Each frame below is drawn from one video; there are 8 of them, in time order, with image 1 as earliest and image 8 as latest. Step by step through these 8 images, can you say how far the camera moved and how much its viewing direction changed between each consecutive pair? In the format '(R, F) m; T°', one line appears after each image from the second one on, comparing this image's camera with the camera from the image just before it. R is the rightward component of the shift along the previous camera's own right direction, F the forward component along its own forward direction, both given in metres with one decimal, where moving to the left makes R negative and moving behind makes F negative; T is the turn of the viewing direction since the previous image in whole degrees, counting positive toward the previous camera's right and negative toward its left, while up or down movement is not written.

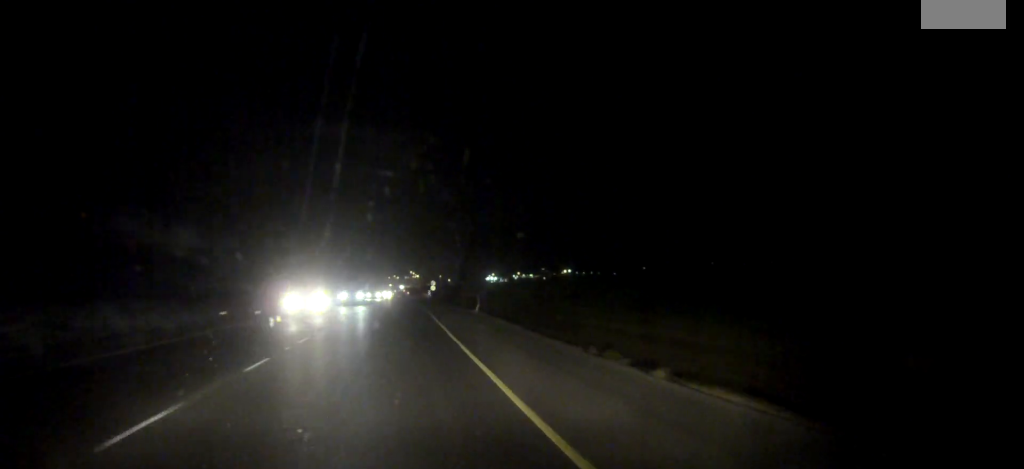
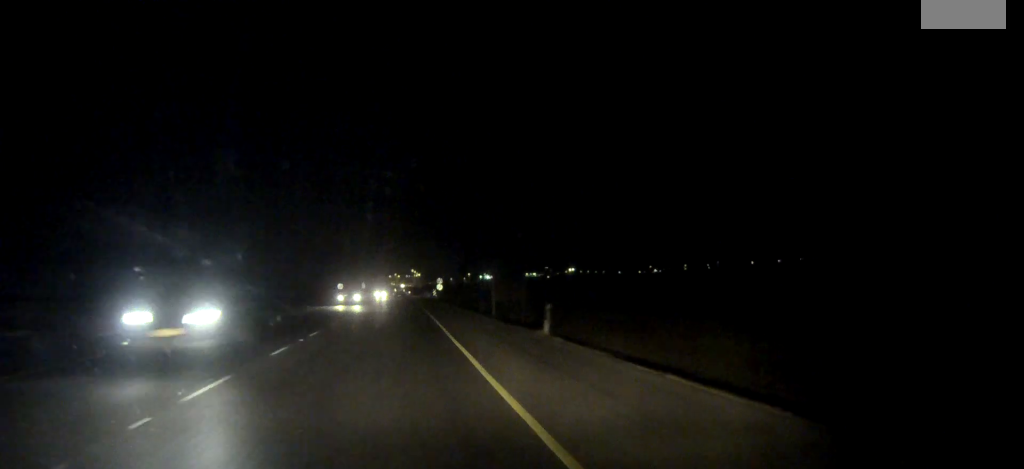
(0.0, +21.2) m; 0°
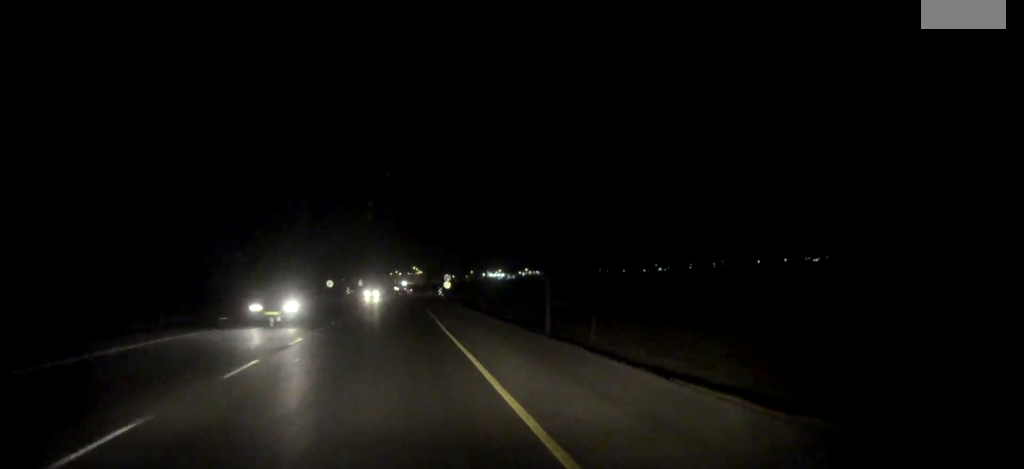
(0.0, +15.7) m; 0°
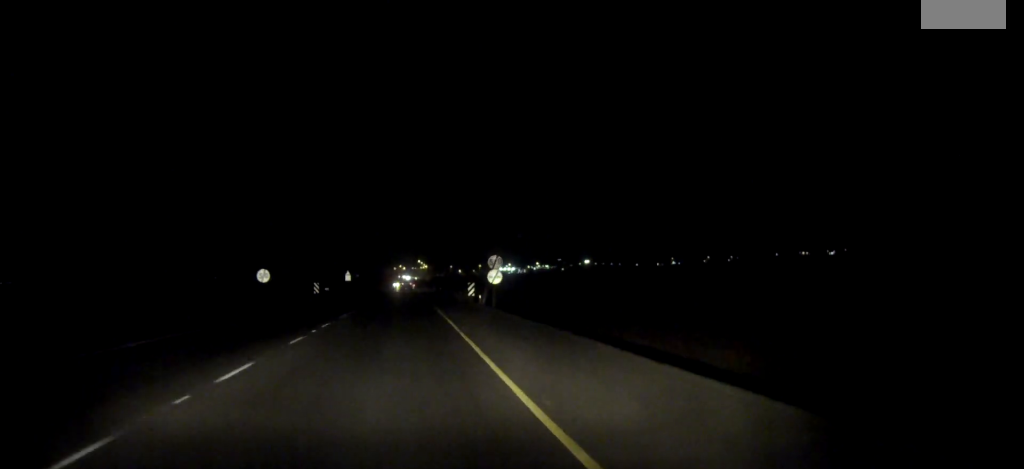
(-0.1, +42.7) m; 0°
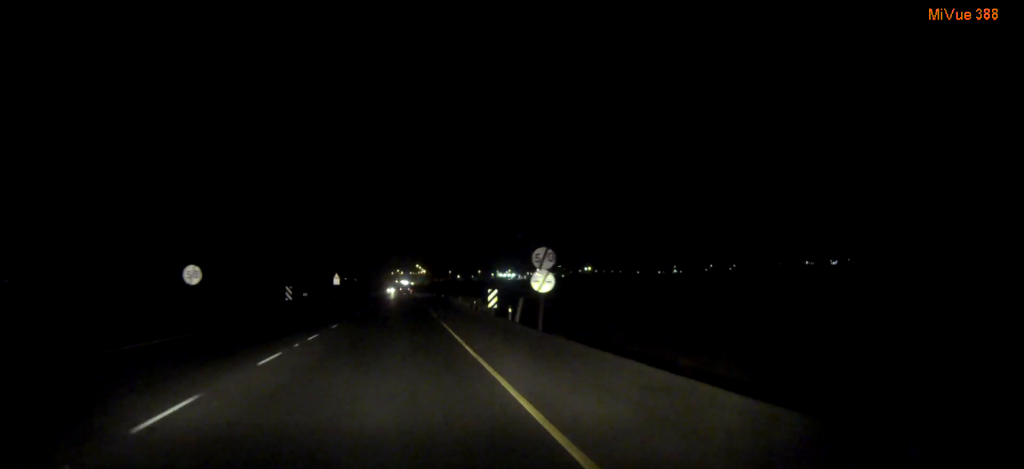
(0.0, +15.3) m; 0°
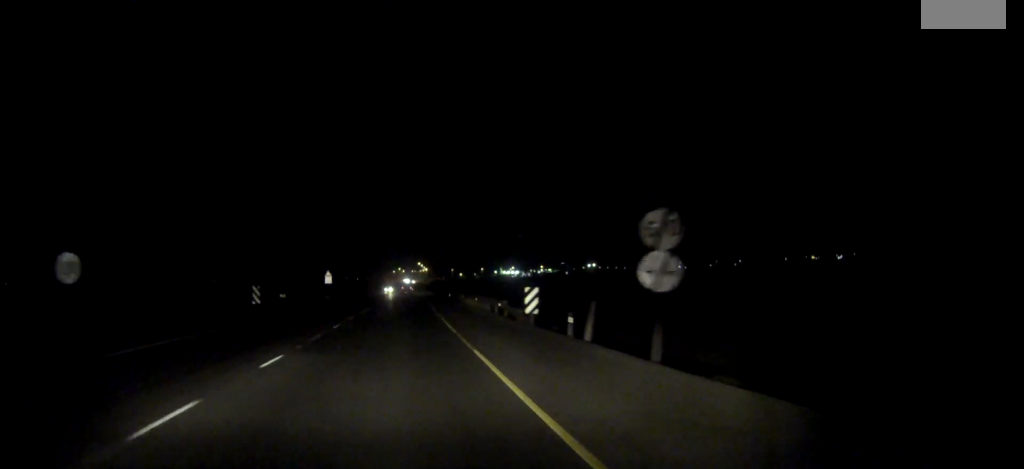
(0.0, +12.4) m; 0°
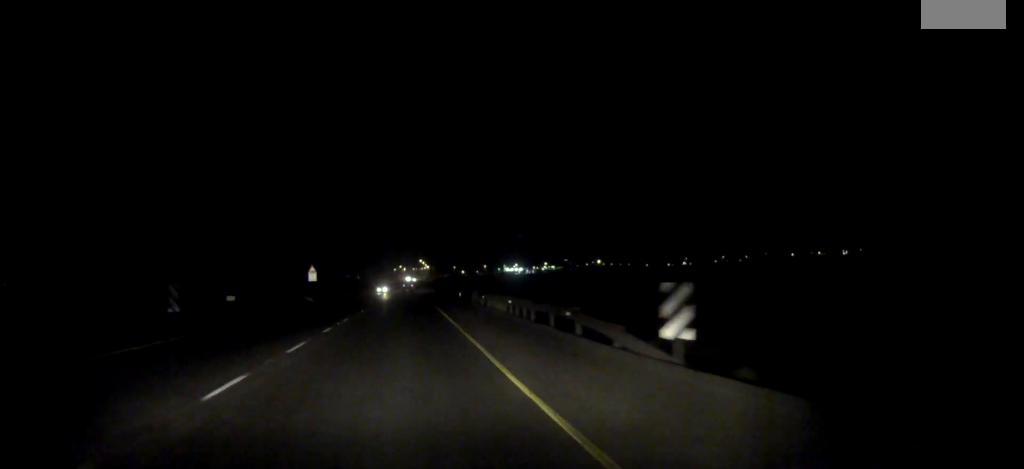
(-0.1, +15.6) m; 0°
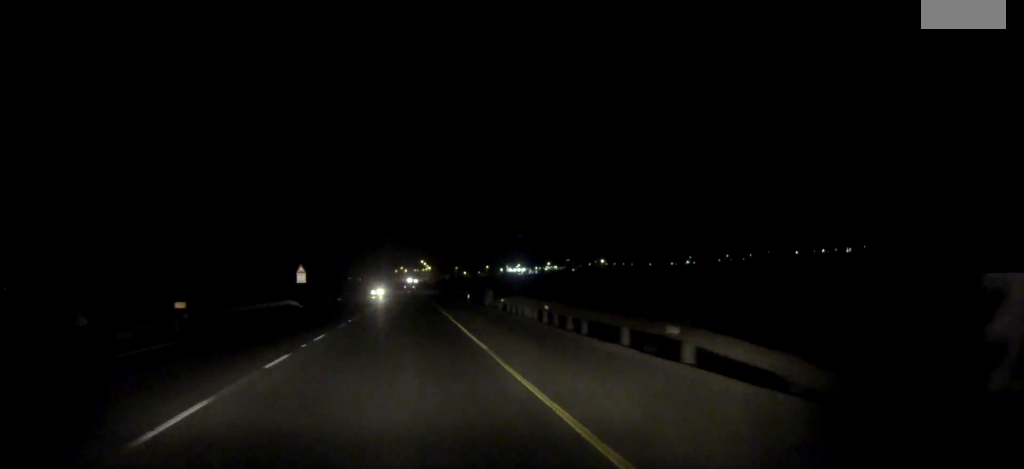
(0.0, +8.5) m; 0°
